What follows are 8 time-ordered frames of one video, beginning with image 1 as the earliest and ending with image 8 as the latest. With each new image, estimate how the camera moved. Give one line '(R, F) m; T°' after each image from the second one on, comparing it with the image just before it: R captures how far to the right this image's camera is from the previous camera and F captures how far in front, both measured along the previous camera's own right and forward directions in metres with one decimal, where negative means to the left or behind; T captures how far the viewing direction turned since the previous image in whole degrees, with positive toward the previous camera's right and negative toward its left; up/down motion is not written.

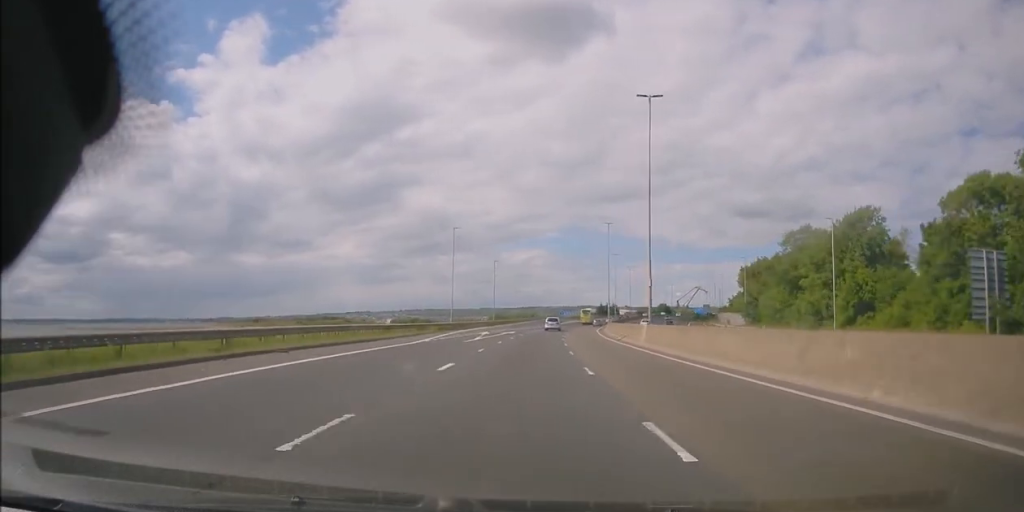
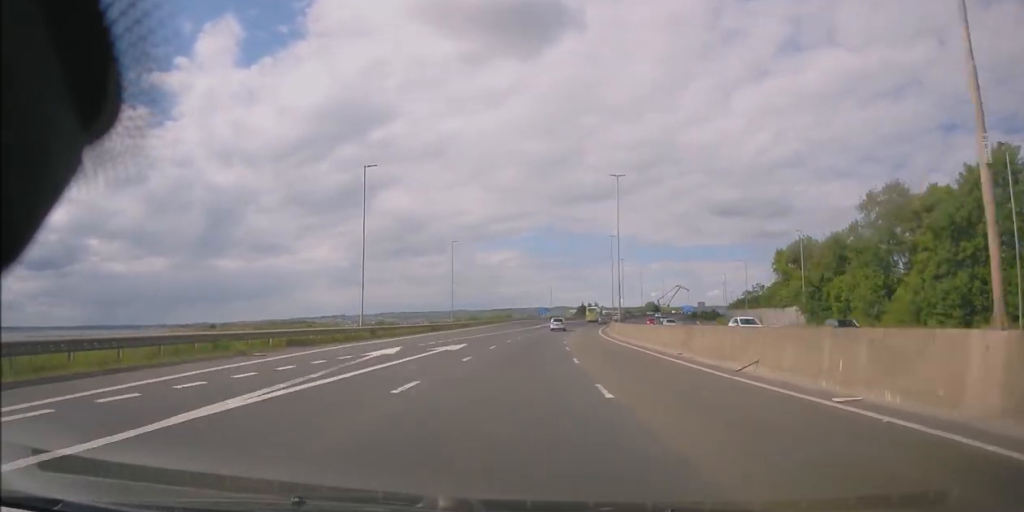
(+0.7, +31.1) m; +3°
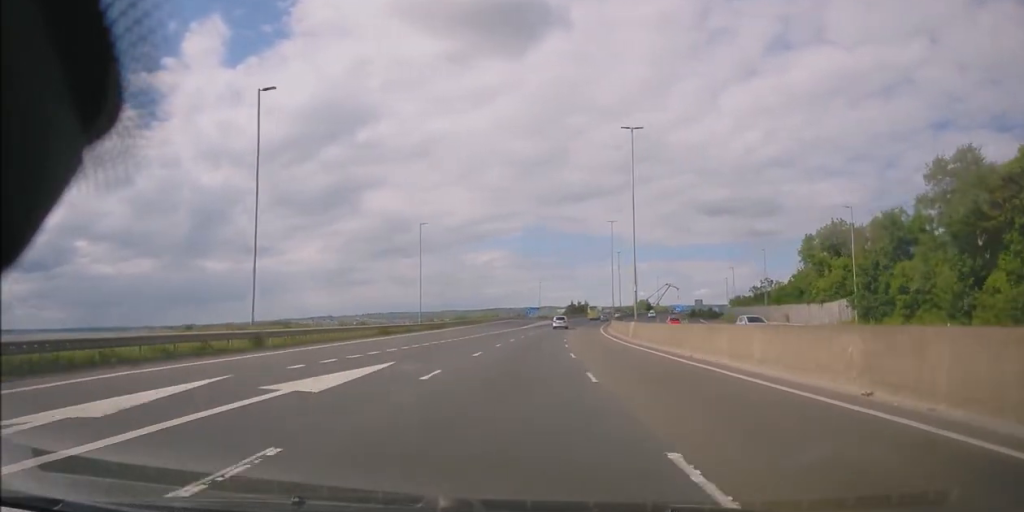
(0.0, +15.7) m; +1°
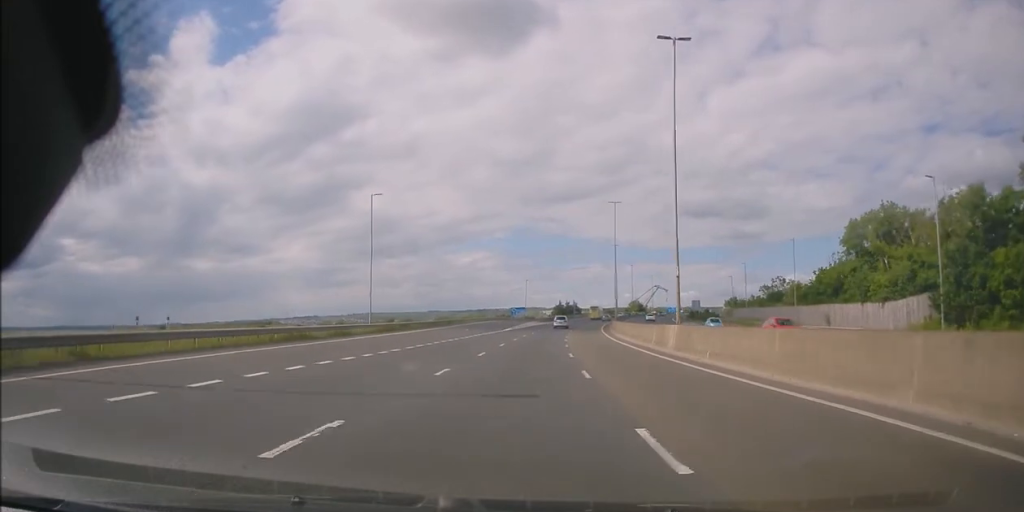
(+0.2, +16.4) m; +1°
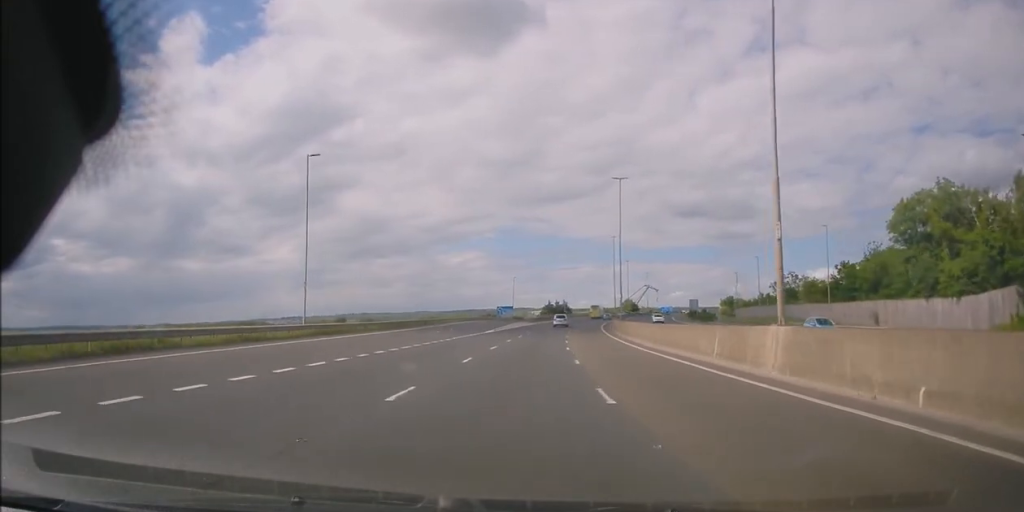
(+0.1, +13.3) m; +1°
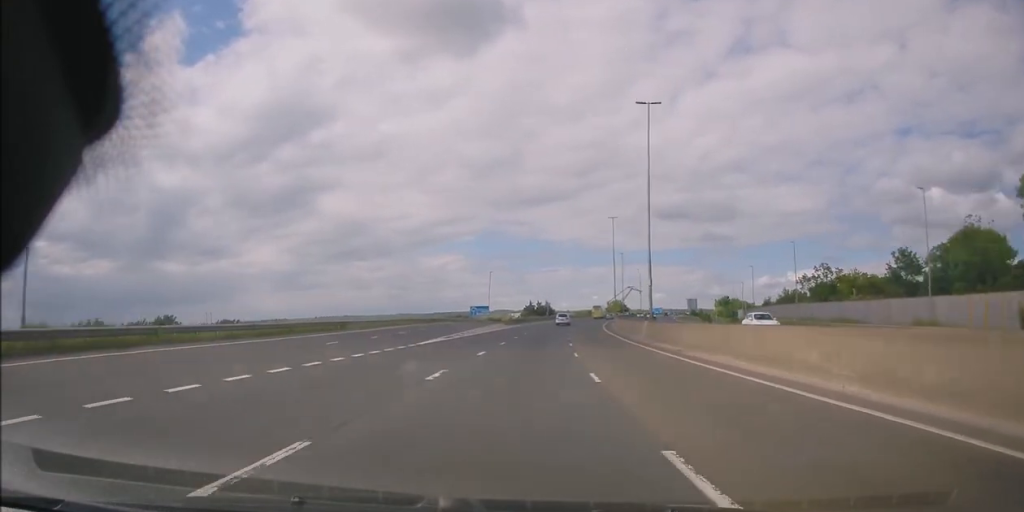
(+0.3, +23.8) m; +2°
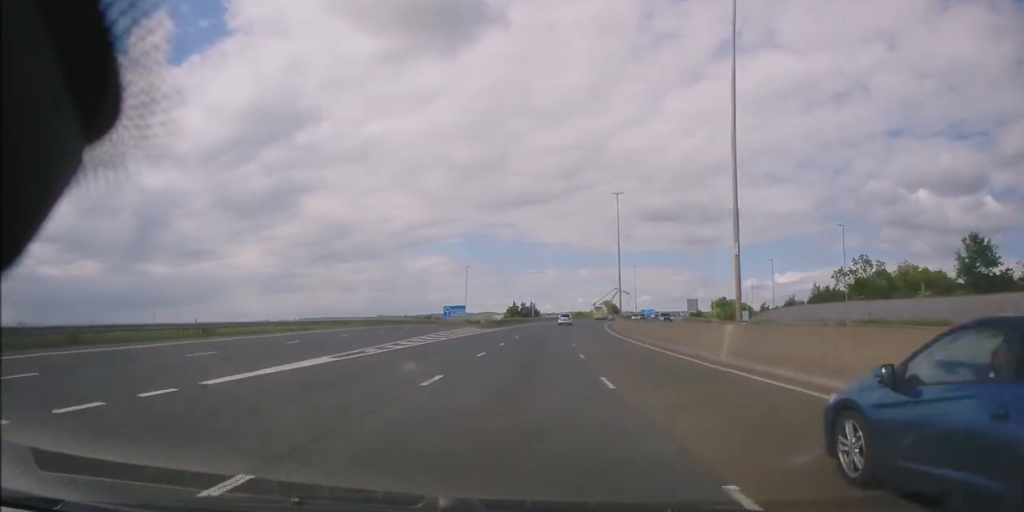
(+0.3, +19.4) m; +2°
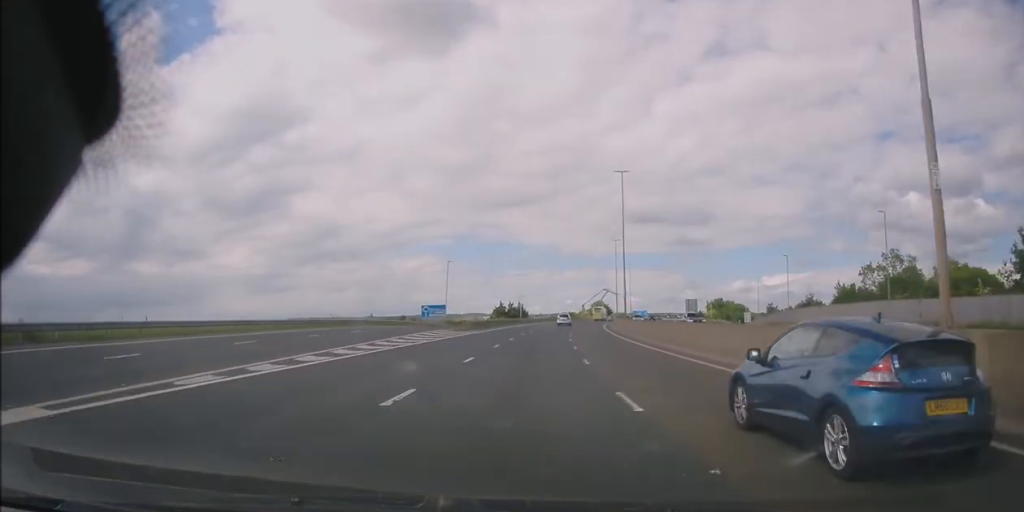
(+0.1, +11.9) m; +1°
